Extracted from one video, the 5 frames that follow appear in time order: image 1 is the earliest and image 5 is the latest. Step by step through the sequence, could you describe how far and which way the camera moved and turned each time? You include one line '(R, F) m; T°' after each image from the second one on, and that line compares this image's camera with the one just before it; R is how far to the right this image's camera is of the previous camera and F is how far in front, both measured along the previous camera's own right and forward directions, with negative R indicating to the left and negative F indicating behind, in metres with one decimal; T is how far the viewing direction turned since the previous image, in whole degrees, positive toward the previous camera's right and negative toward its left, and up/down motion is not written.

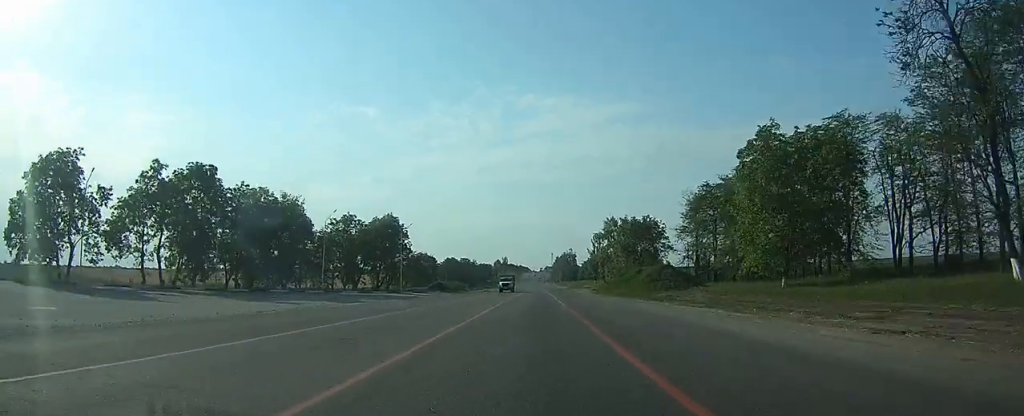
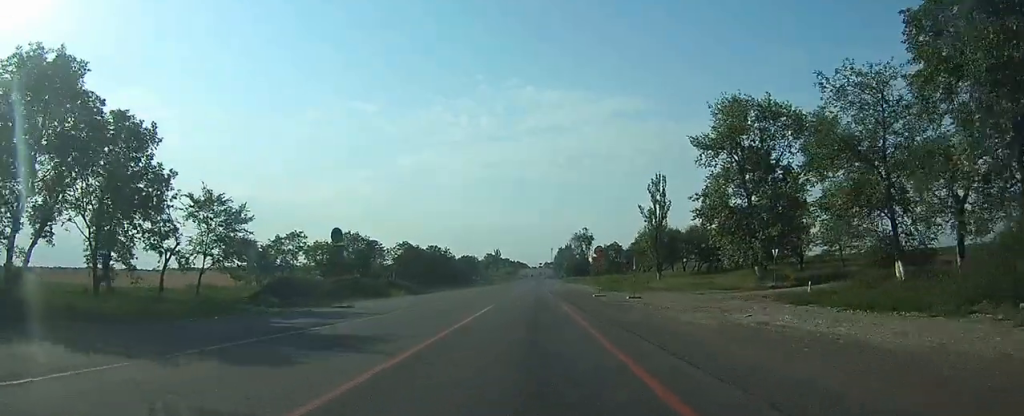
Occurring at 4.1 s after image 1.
(-0.1, +85.8) m; 0°
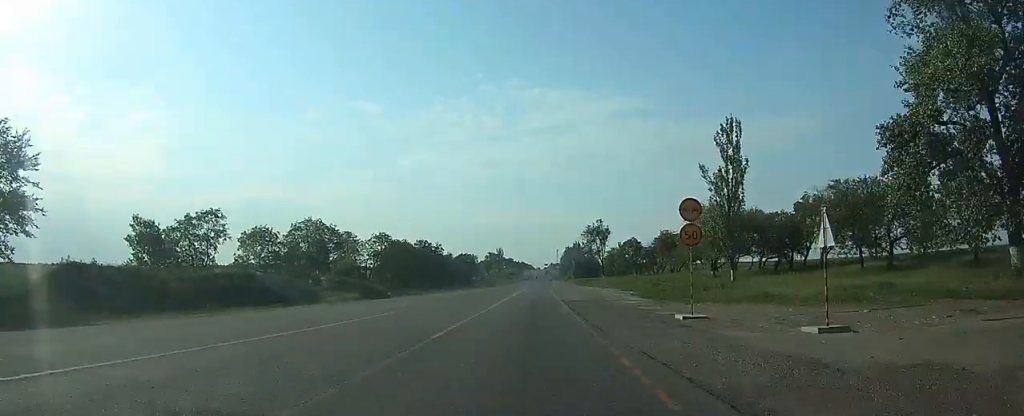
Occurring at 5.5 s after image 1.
(+0.1, +33.9) m; 0°
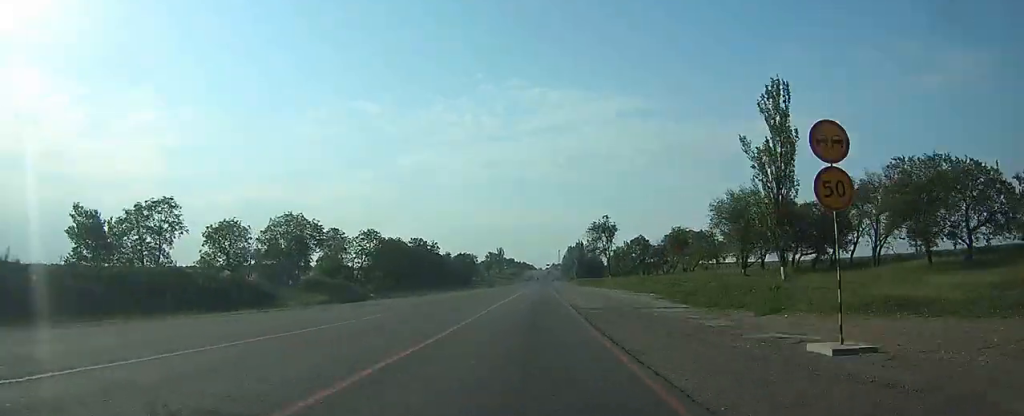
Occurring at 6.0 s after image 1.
(0.0, +12.4) m; 0°
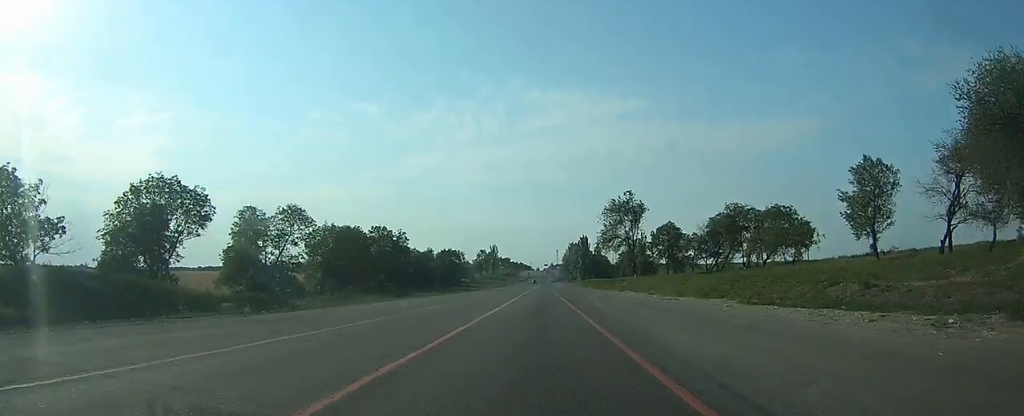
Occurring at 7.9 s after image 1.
(+0.1, +45.1) m; +2°
